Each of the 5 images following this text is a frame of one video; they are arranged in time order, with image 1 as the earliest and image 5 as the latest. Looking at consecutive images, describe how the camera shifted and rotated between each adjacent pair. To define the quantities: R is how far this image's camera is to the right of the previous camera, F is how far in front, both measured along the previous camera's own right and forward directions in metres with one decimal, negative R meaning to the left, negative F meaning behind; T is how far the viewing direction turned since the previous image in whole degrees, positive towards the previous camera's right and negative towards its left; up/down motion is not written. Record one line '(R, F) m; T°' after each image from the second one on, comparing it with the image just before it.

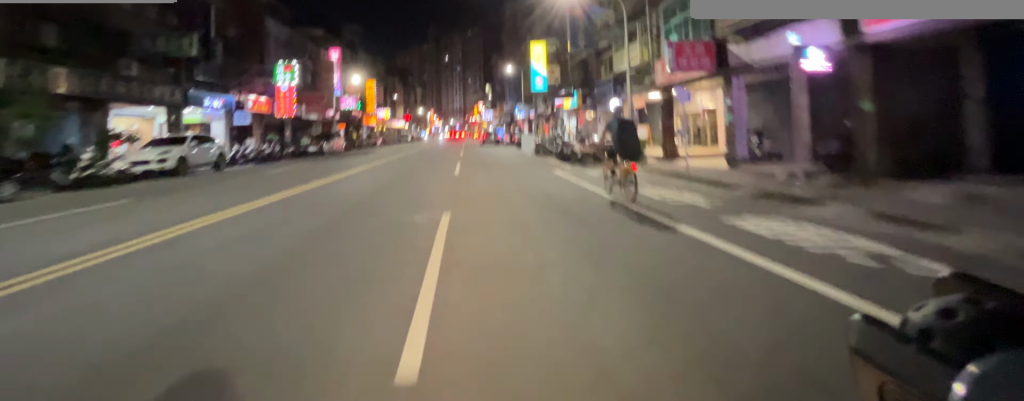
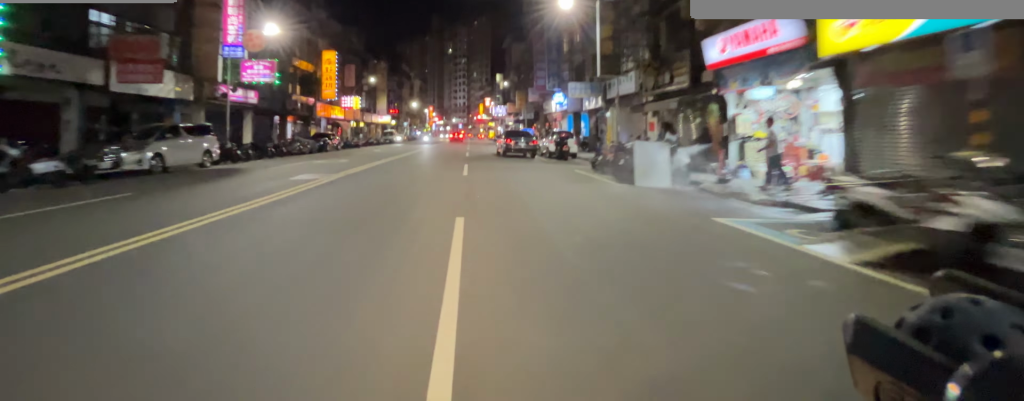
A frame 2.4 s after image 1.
(0.0, +20.1) m; 0°
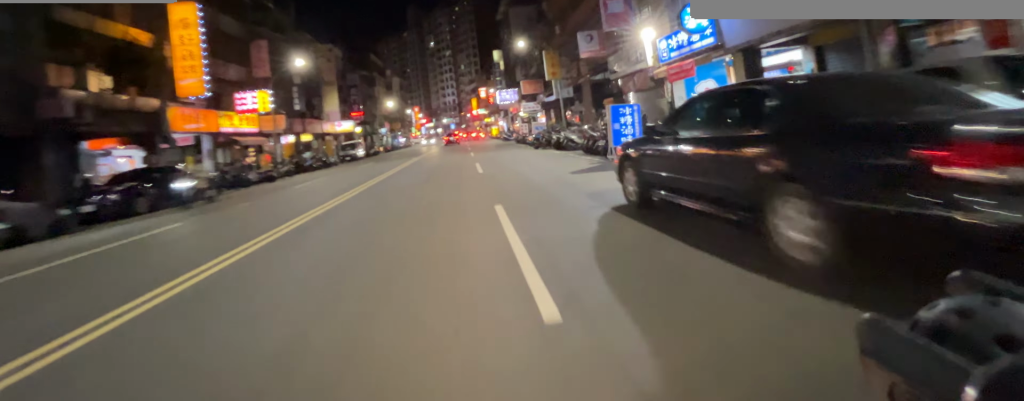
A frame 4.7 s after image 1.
(0.0, +19.0) m; 0°
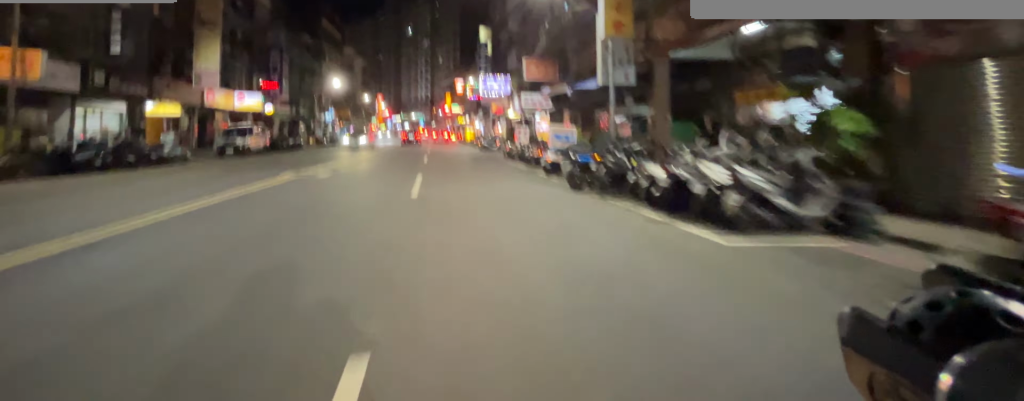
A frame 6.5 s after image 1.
(0.0, +14.1) m; 0°
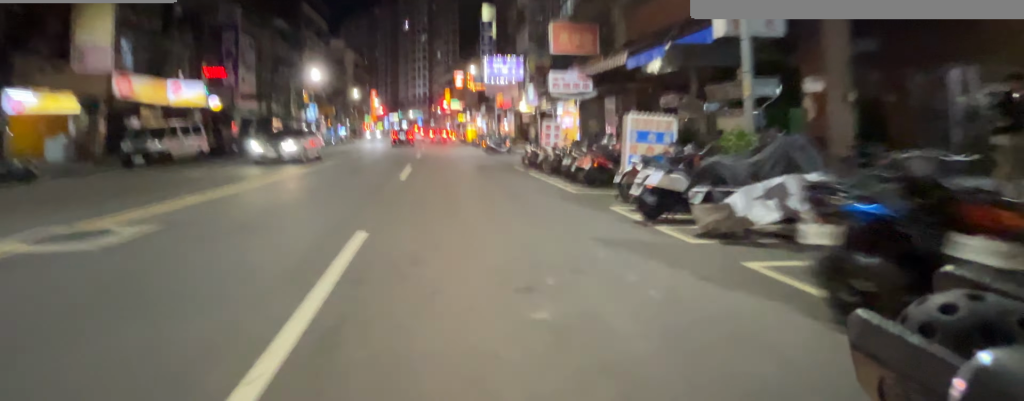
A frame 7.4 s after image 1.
(0.0, +6.5) m; +1°
